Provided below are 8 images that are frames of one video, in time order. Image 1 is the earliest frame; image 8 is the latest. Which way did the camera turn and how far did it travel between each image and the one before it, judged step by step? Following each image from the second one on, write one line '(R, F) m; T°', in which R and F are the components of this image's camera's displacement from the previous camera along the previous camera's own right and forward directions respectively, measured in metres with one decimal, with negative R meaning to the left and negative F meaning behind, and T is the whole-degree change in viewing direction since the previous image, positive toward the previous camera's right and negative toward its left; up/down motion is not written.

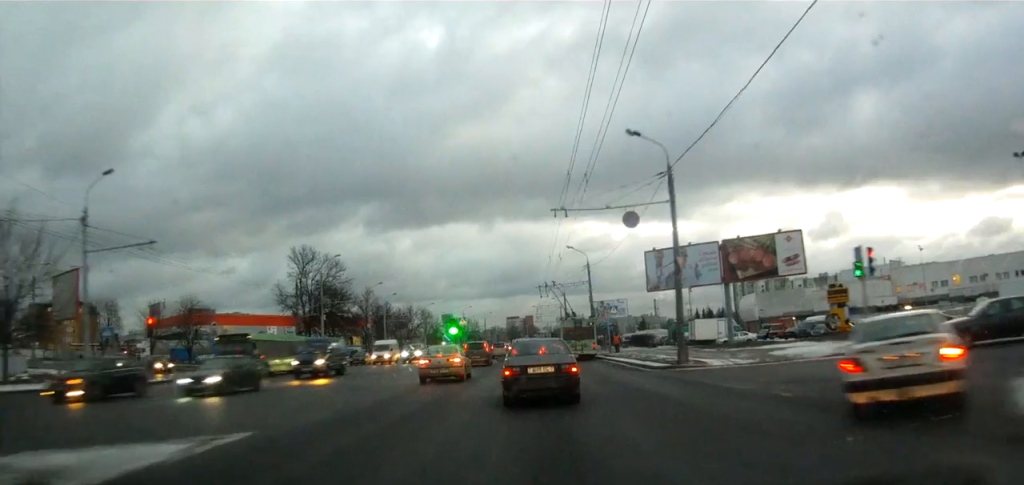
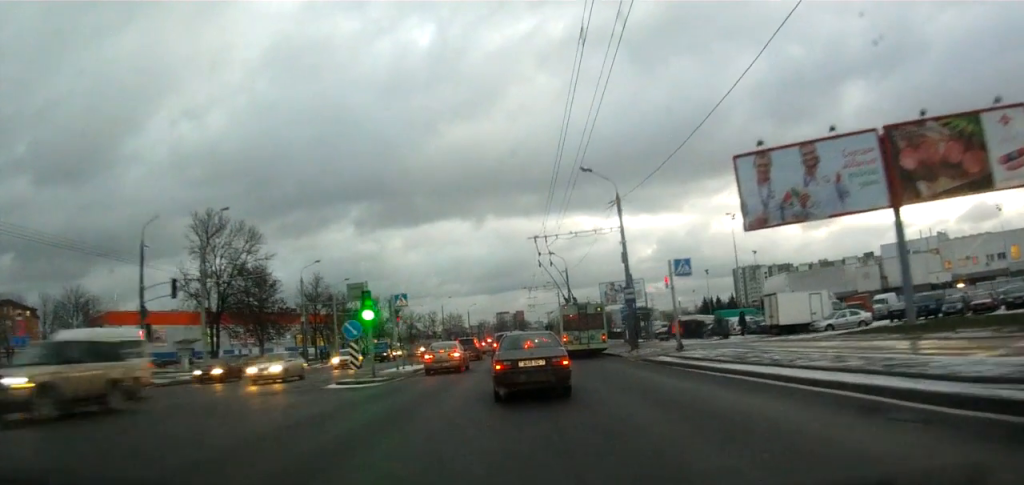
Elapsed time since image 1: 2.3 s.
(-0.6, +24.4) m; 0°
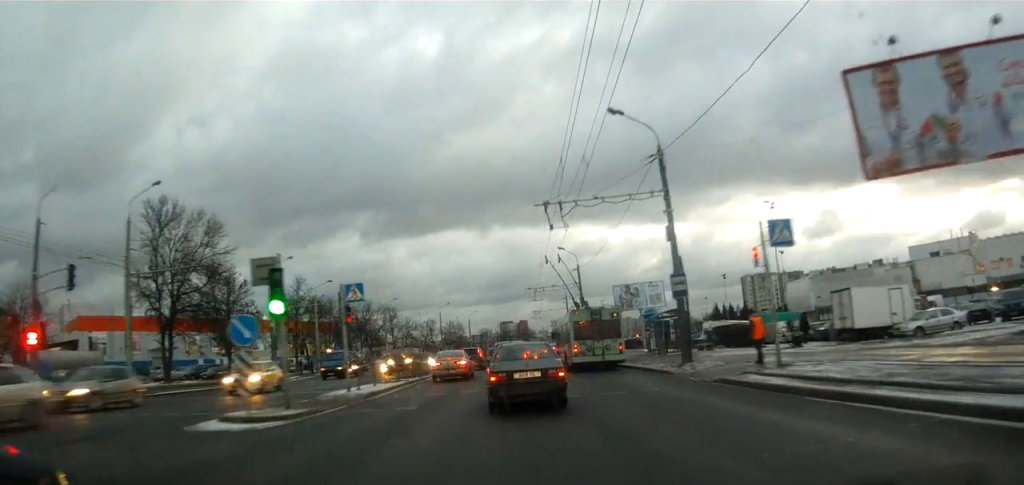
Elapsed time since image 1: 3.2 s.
(+0.1, +9.7) m; 0°
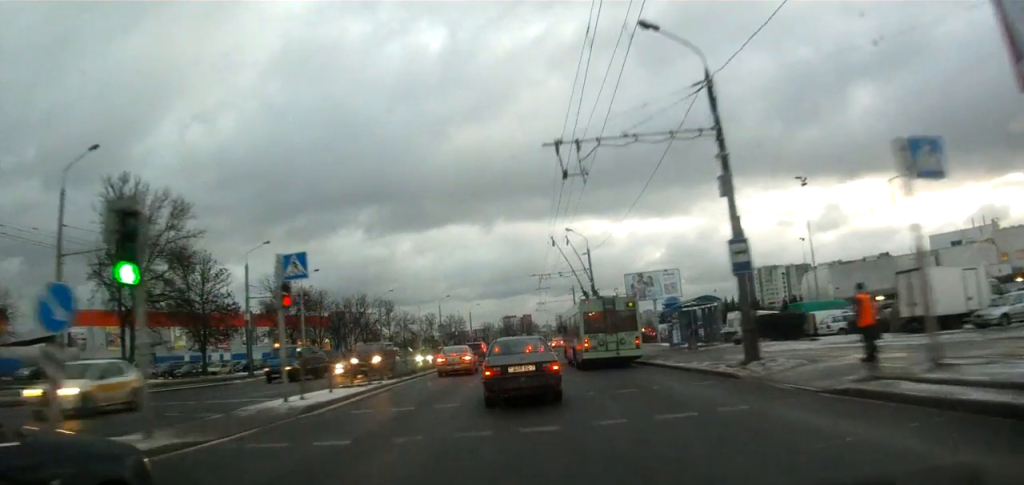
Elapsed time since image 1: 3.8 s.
(0.0, +6.2) m; 0°
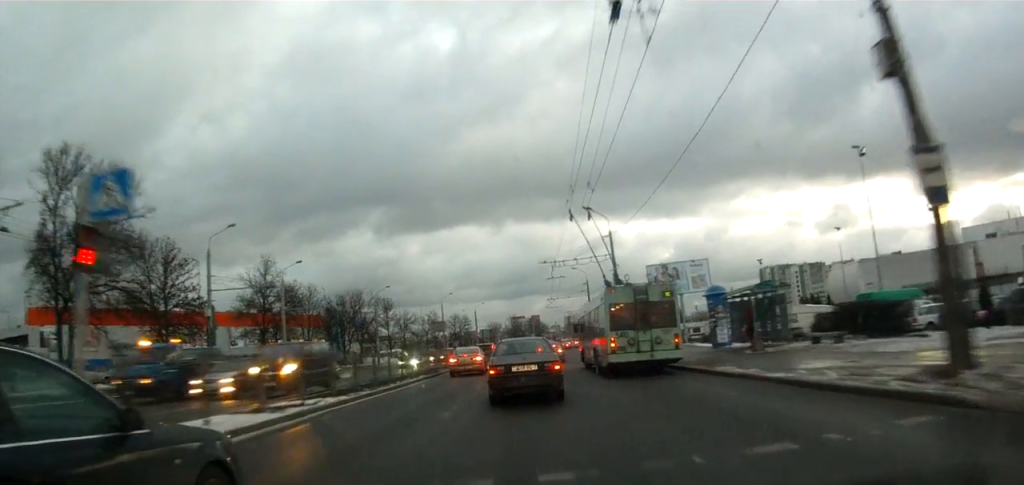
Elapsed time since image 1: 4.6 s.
(-0.1, +8.1) m; 0°
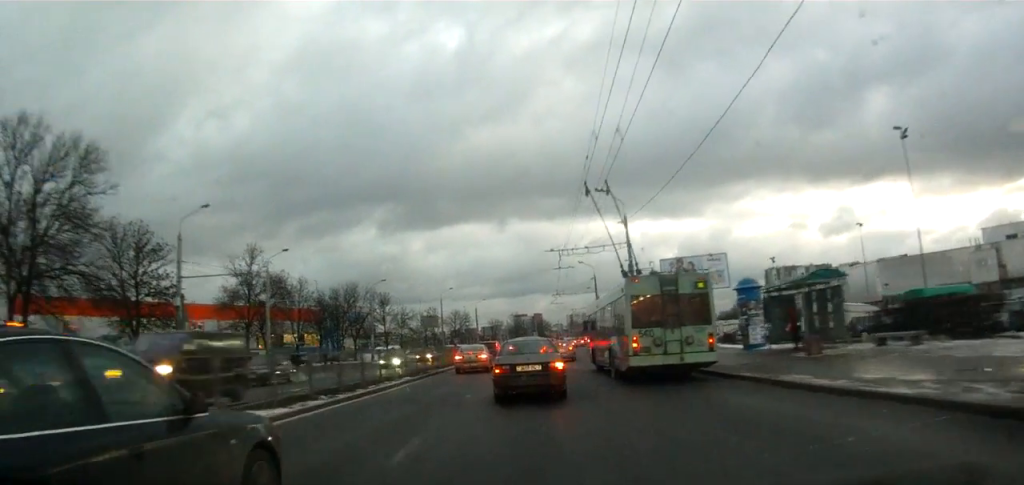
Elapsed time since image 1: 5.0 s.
(0.0, +4.5) m; 0°
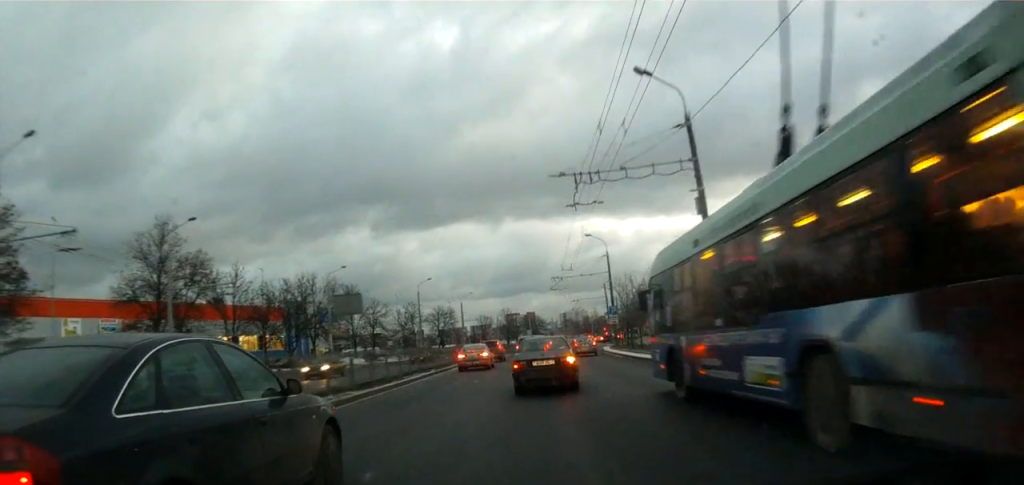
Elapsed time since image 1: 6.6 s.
(+0.1, +16.7) m; -2°
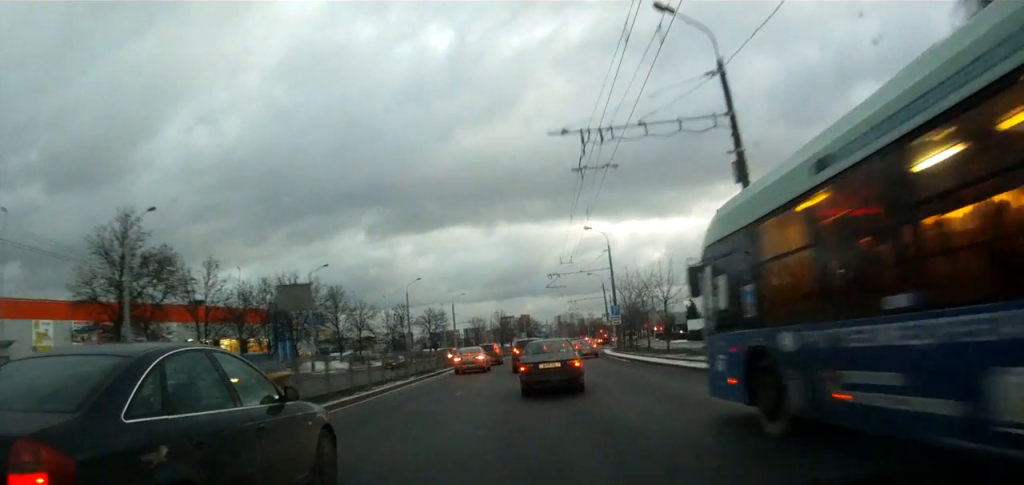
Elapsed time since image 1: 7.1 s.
(-0.2, +4.8) m; 0°
